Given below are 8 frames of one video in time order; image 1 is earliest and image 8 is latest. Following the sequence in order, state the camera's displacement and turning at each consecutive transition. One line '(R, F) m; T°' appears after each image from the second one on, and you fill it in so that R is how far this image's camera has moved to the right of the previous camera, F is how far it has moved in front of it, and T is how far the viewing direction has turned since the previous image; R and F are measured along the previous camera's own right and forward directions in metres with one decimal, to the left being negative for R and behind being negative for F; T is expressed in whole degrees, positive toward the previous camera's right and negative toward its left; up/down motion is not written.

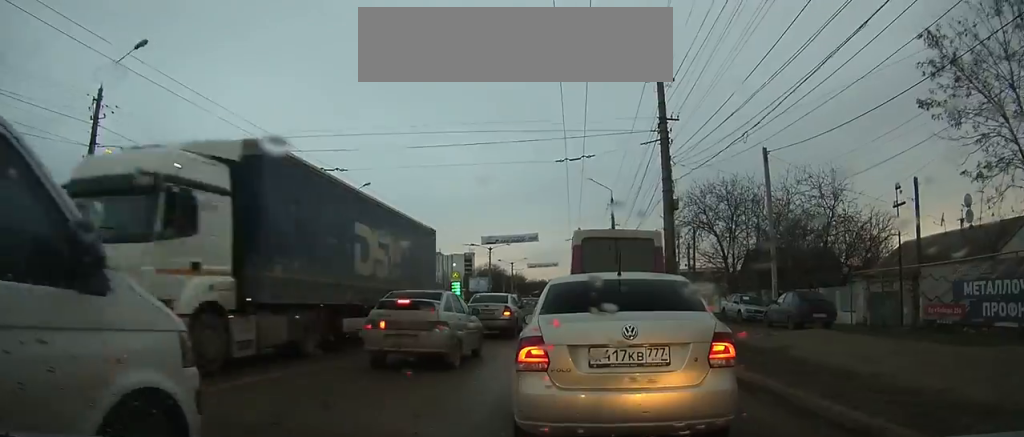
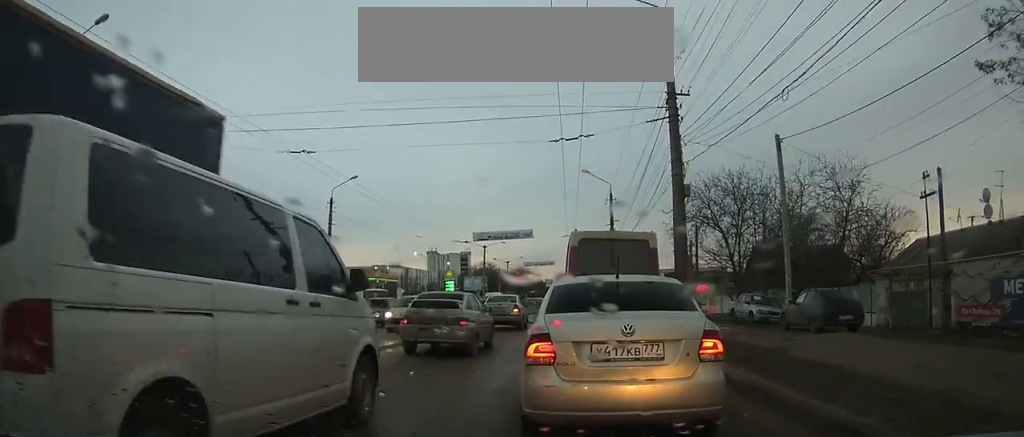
(0.0, +2.5) m; 0°
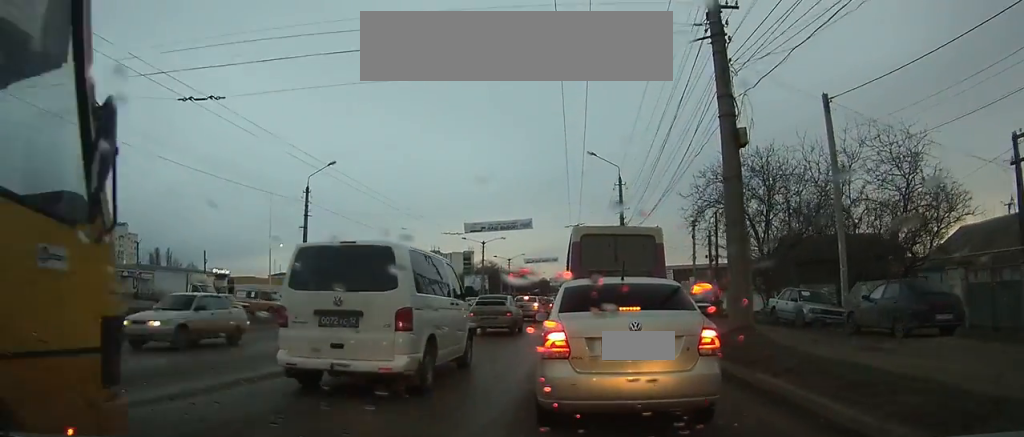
(0.0, +5.3) m; 0°
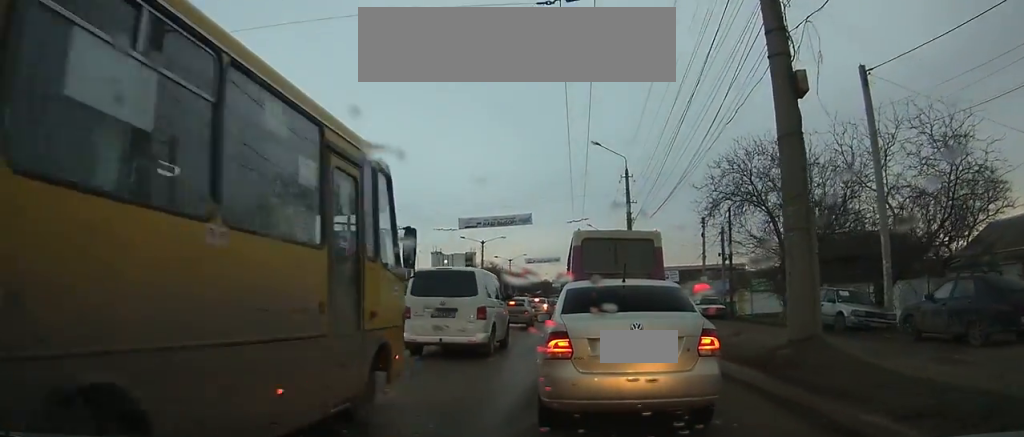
(+0.1, +3.6) m; -1°
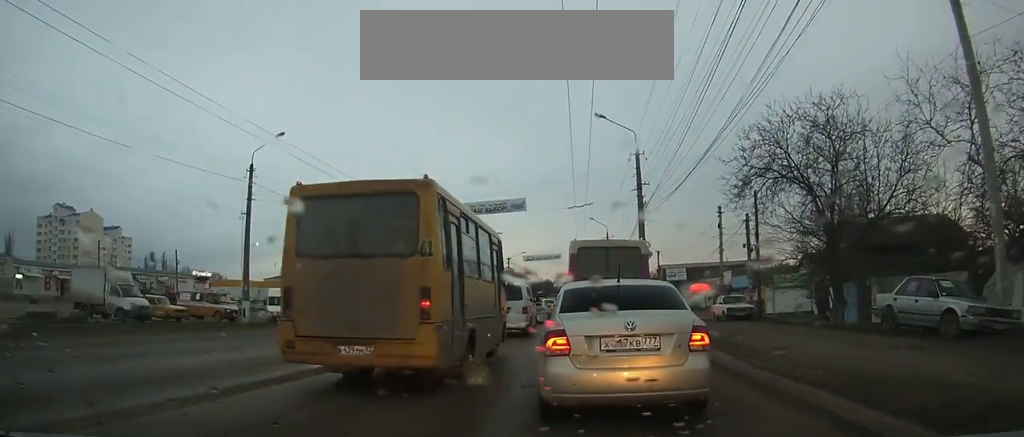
(-0.3, +7.2) m; -1°
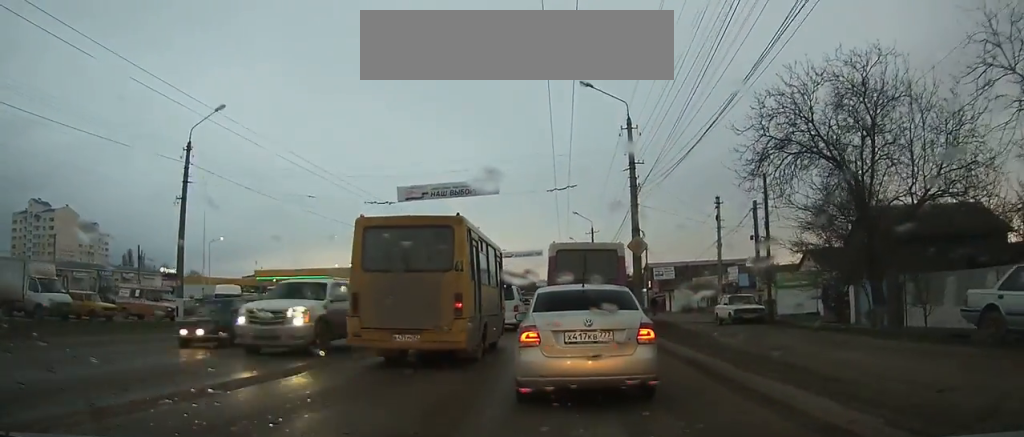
(0.0, +5.1) m; +2°
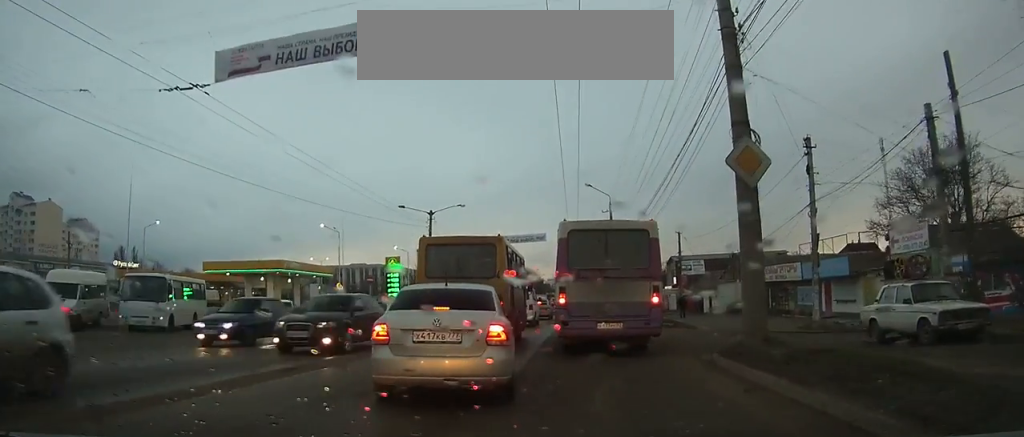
(+0.1, +12.8) m; -2°
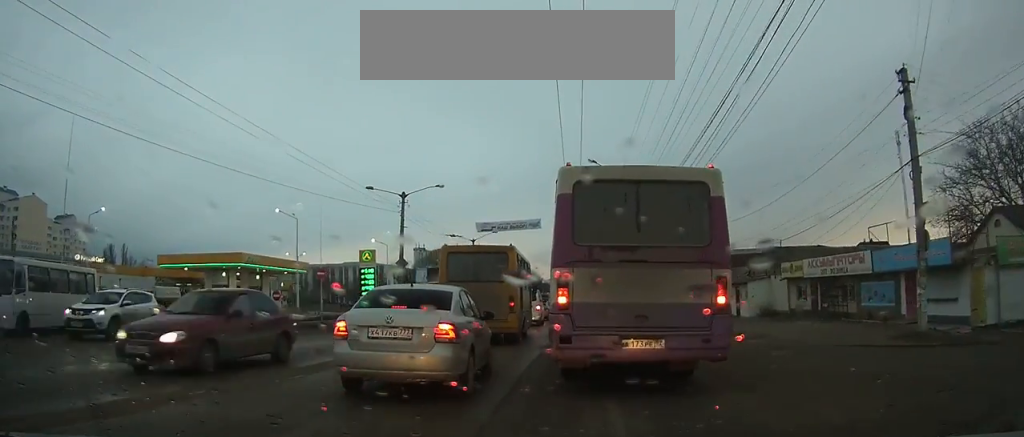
(-0.2, +6.7) m; -2°
